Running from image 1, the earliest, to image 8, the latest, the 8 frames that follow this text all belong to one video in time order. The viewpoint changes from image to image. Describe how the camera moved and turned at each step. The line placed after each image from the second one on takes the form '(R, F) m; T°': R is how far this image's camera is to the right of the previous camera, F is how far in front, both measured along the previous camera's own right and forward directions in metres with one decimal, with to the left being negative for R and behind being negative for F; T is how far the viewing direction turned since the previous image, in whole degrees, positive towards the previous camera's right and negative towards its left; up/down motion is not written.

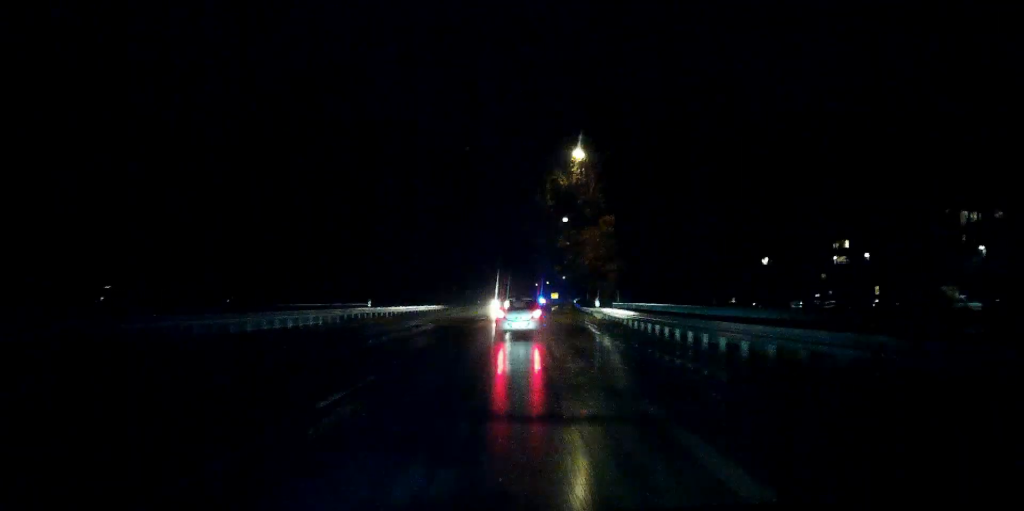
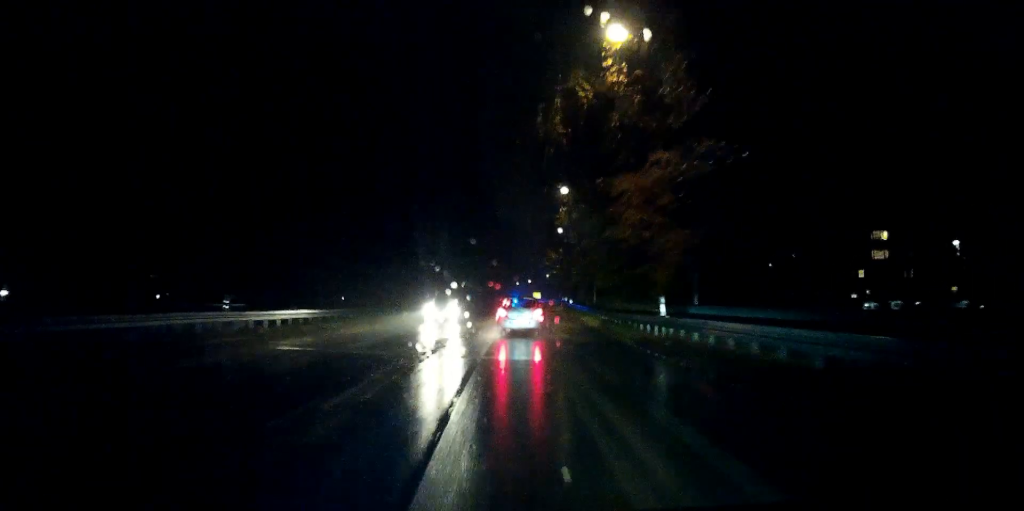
(+0.4, +18.4) m; +2°
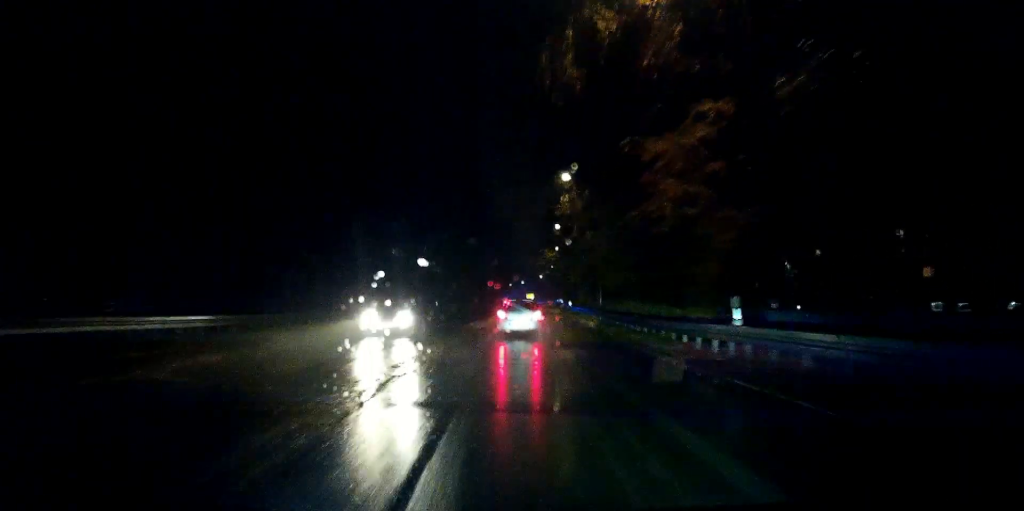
(+0.1, +6.5) m; +1°
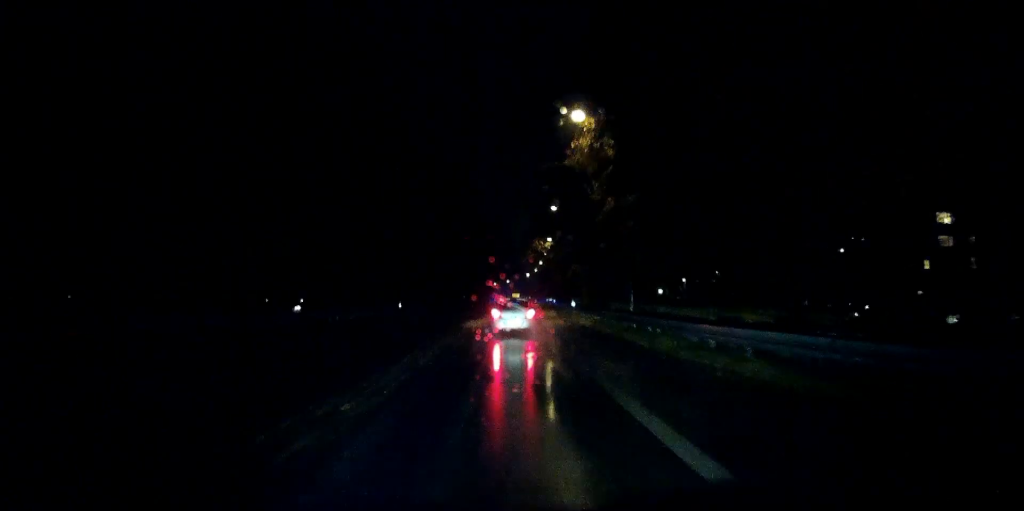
(+0.1, +15.1) m; +1°
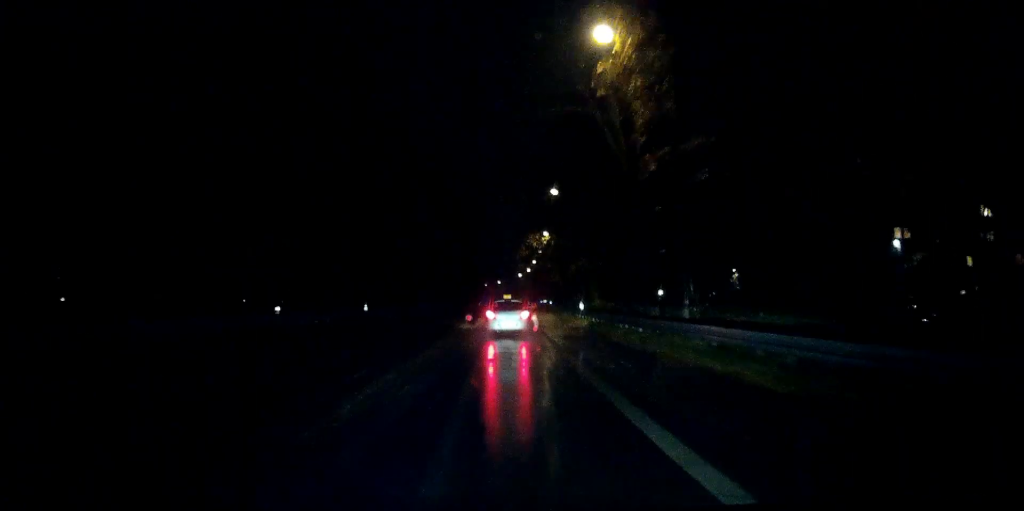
(+0.3, +10.0) m; 0°
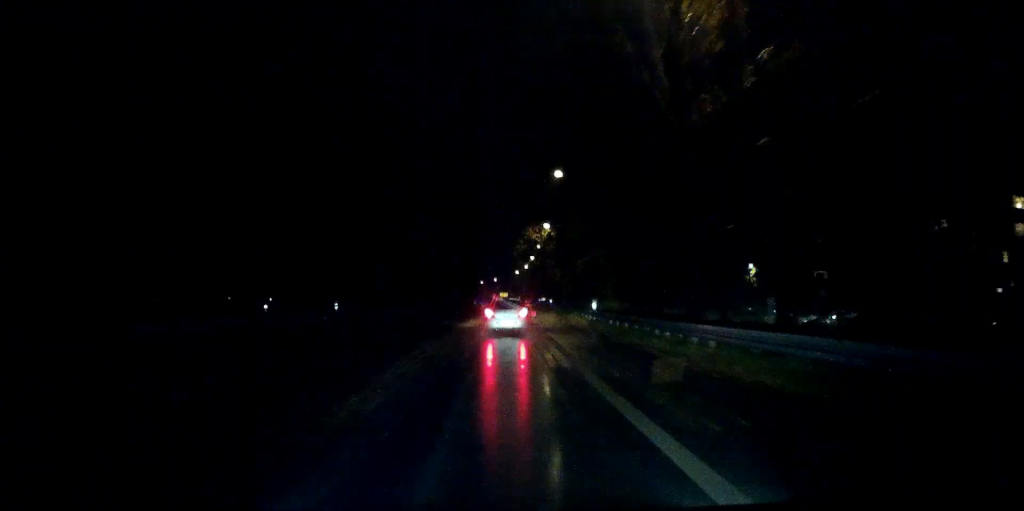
(-0.1, +6.6) m; 0°
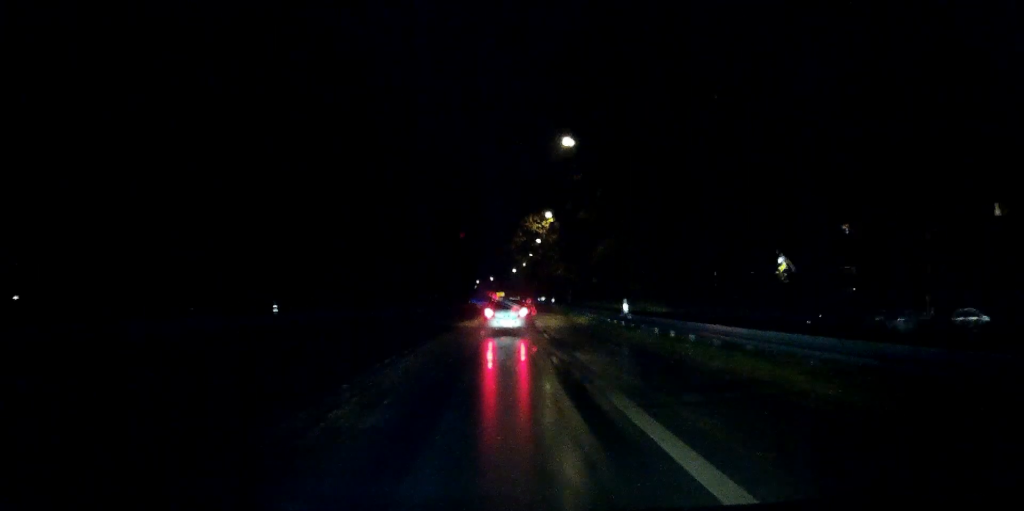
(-0.2, +8.9) m; +1°
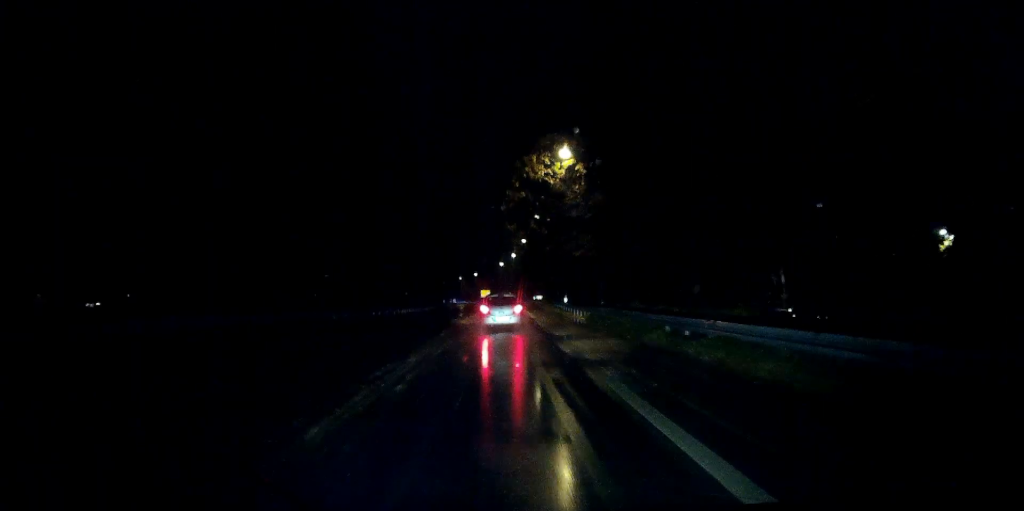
(+0.2, +27.0) m; 0°
